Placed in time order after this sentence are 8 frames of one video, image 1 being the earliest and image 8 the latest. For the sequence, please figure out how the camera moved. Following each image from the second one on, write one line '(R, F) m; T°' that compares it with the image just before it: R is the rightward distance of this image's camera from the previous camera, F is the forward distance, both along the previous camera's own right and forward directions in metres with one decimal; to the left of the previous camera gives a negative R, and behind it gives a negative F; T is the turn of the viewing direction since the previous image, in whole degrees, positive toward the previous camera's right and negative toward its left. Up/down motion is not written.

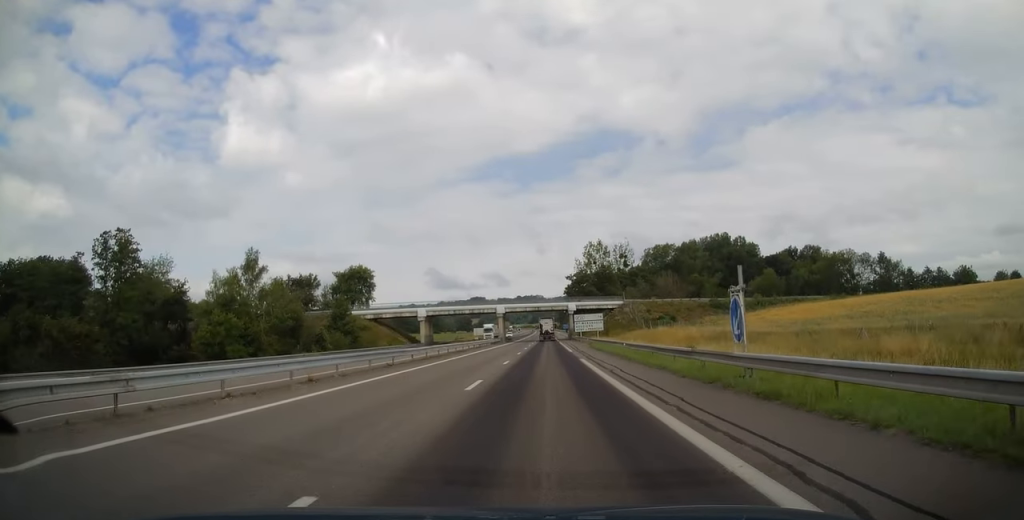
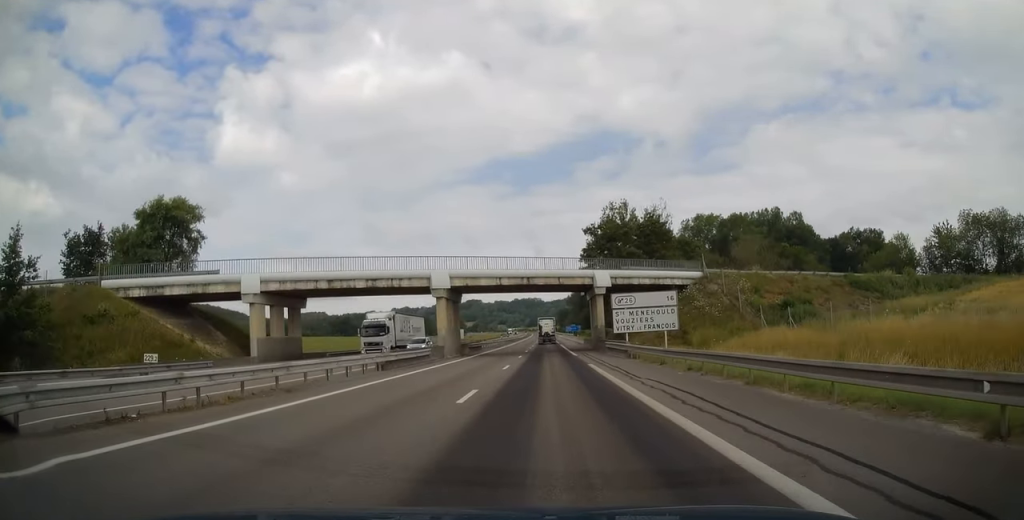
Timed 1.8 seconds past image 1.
(+0.6, +54.5) m; +1°
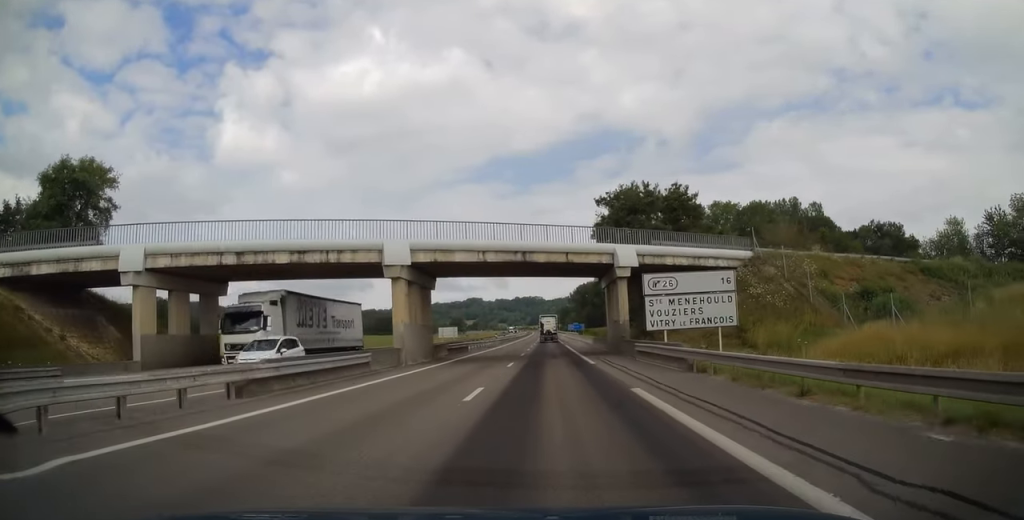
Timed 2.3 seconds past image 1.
(-0.2, +12.7) m; 0°
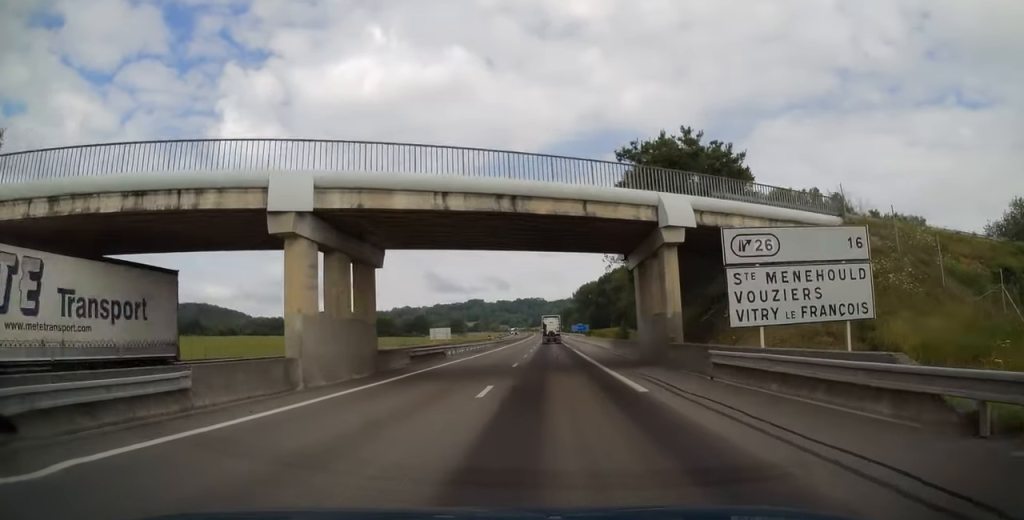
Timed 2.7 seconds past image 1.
(-0.1, +12.7) m; 0°
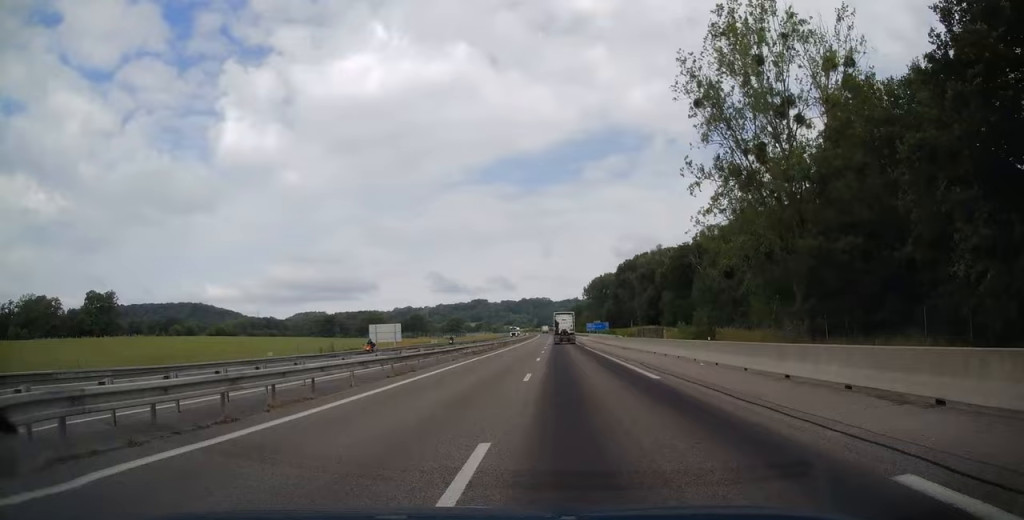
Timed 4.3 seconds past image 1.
(-0.1, +48.0) m; 0°
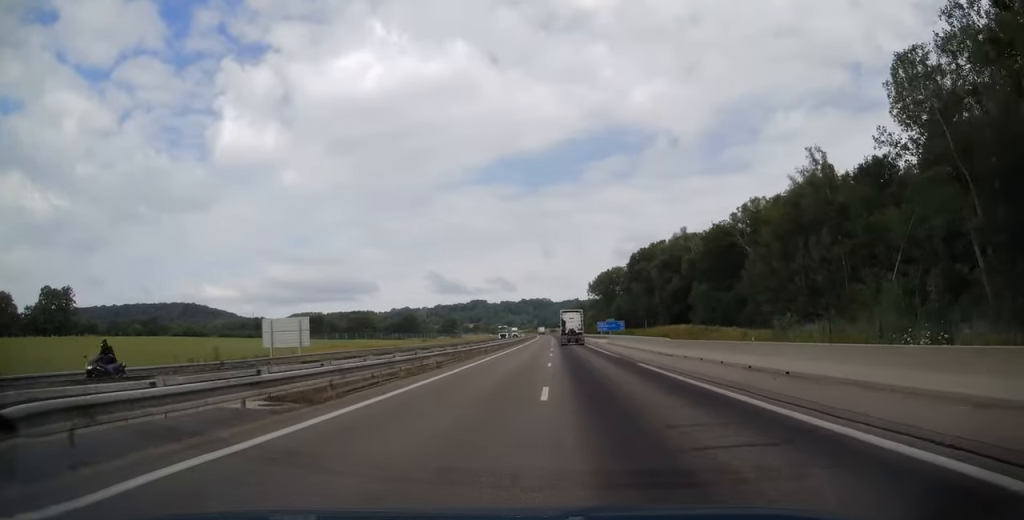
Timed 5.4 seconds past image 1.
(0.0, +31.4) m; 0°
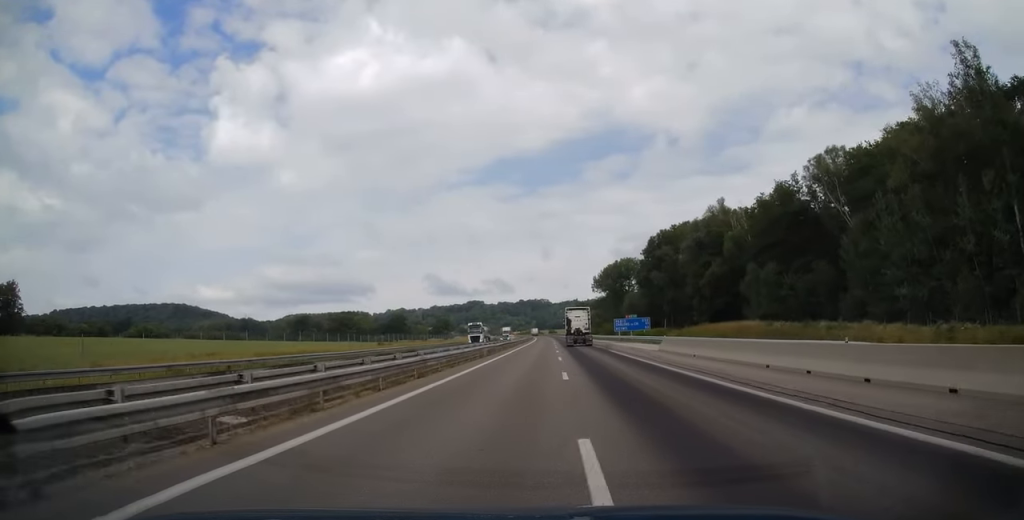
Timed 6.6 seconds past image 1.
(0.0, +33.8) m; 0°
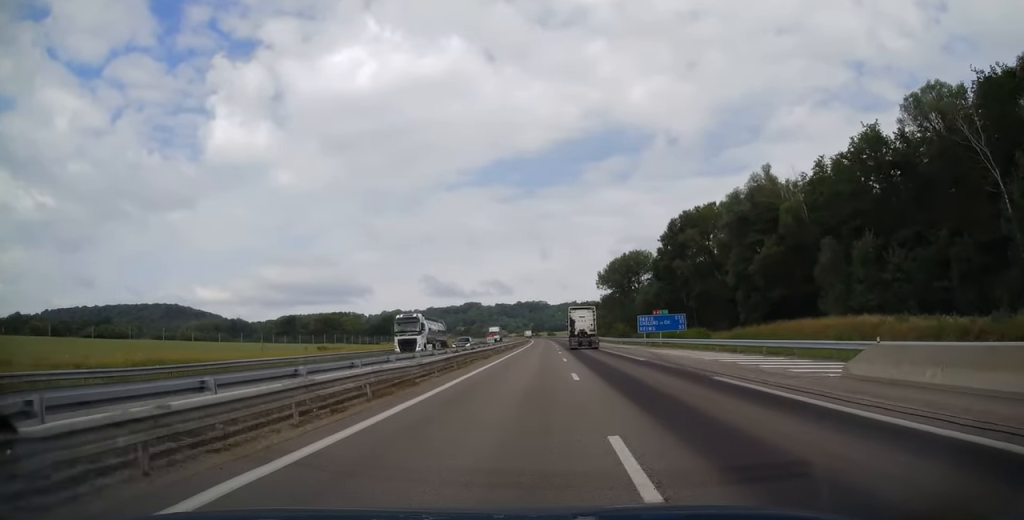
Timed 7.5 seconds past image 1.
(0.0, +25.8) m; 0°
